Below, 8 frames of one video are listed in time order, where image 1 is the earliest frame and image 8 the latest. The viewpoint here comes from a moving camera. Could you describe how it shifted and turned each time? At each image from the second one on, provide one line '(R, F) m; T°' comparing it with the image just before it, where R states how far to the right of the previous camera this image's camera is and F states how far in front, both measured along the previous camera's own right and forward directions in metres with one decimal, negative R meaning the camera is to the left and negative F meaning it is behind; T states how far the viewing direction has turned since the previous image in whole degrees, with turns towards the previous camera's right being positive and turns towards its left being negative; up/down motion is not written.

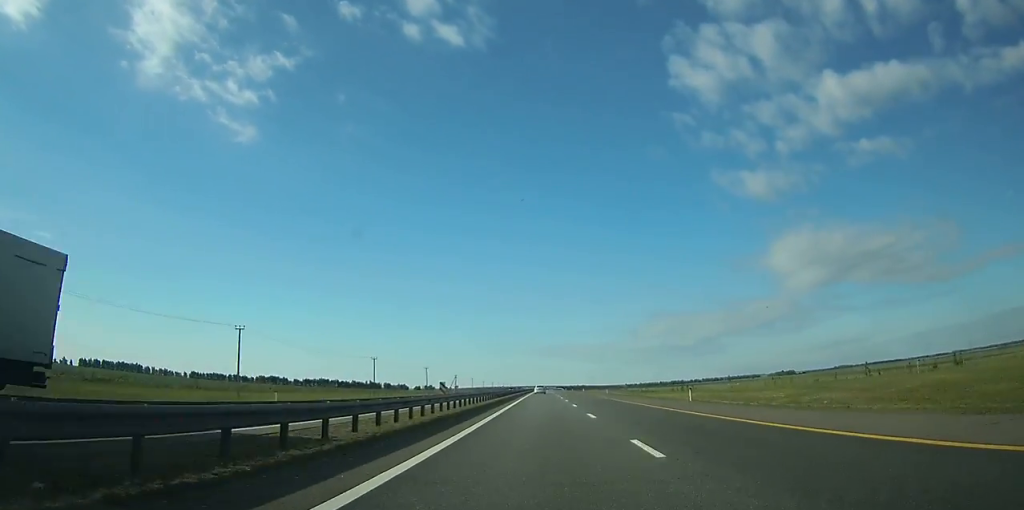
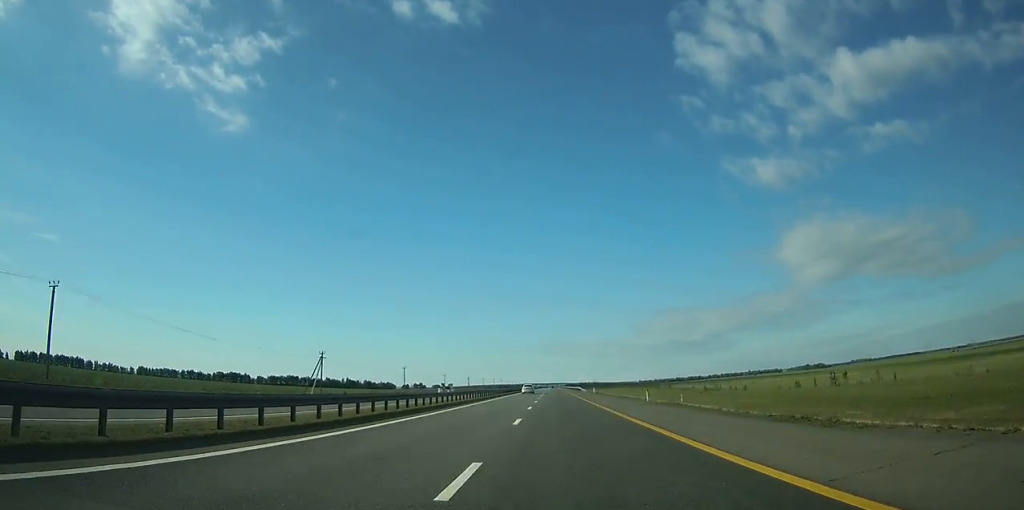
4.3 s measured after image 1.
(-0.3, +144.0) m; 0°
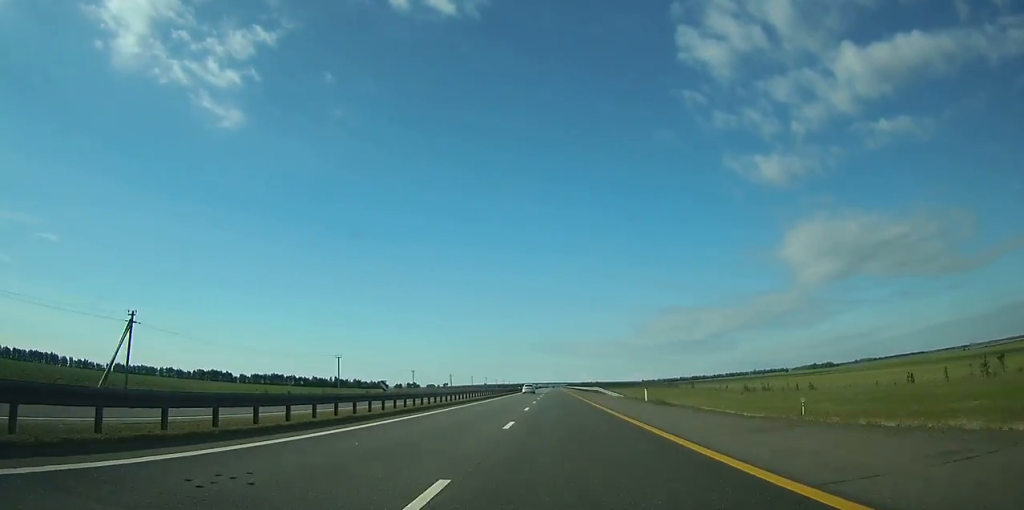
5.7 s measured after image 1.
(-0.1, +48.0) m; 0°
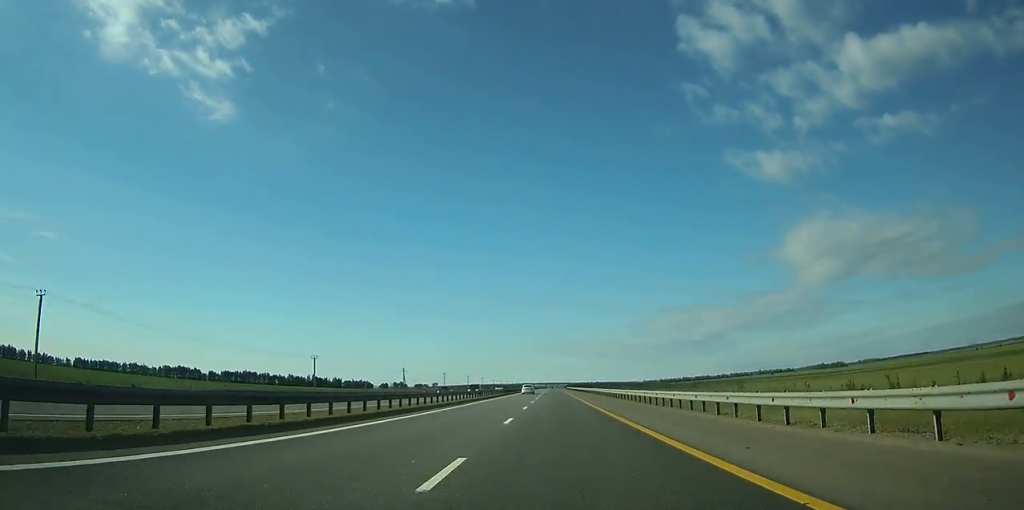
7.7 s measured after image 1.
(-0.1, +65.8) m; 0°
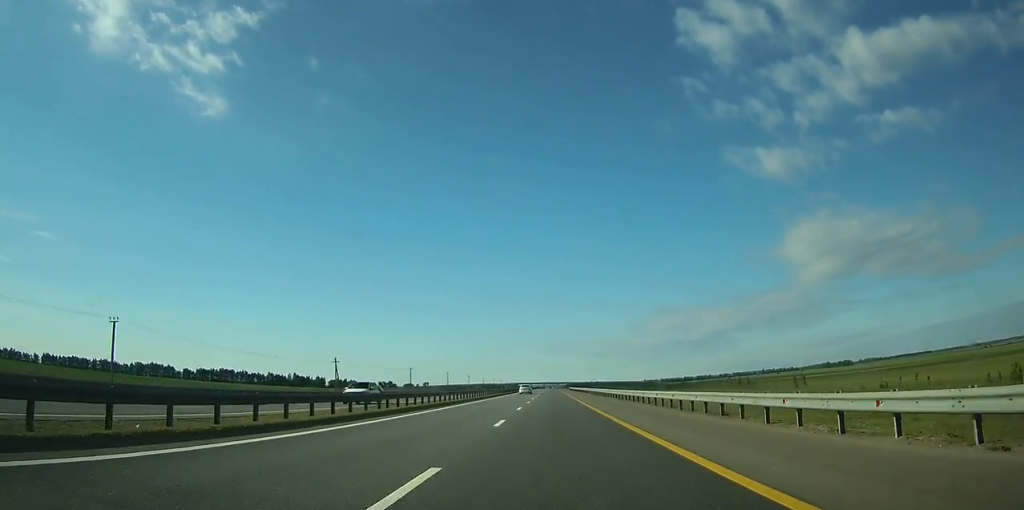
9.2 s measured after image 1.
(+0.1, +50.9) m; 0°
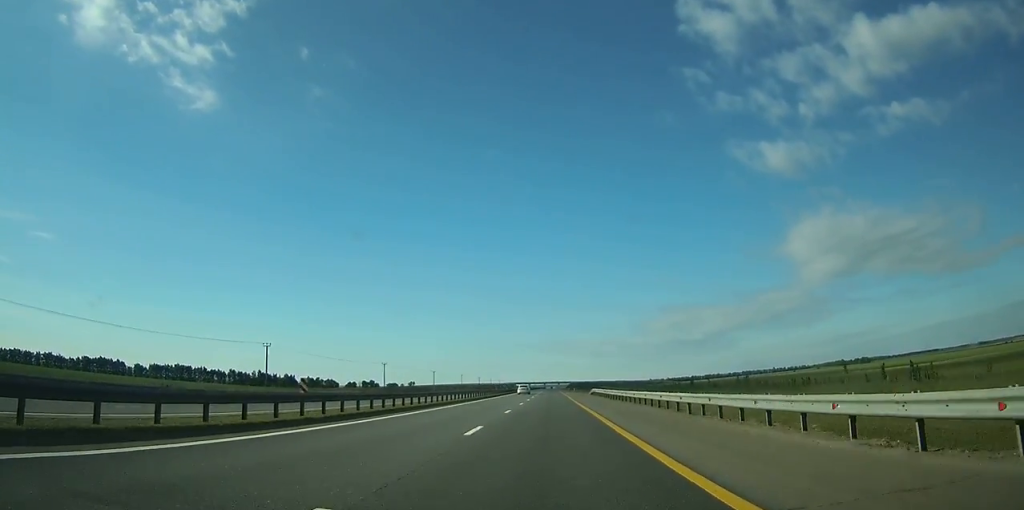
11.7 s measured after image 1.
(0.0, +87.5) m; 0°
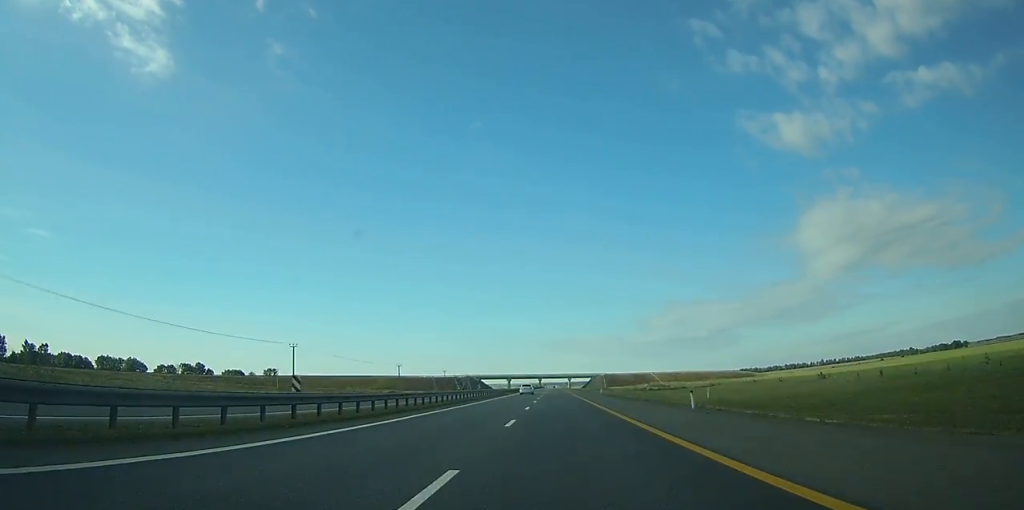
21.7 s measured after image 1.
(-0.6, +346.6) m; 0°
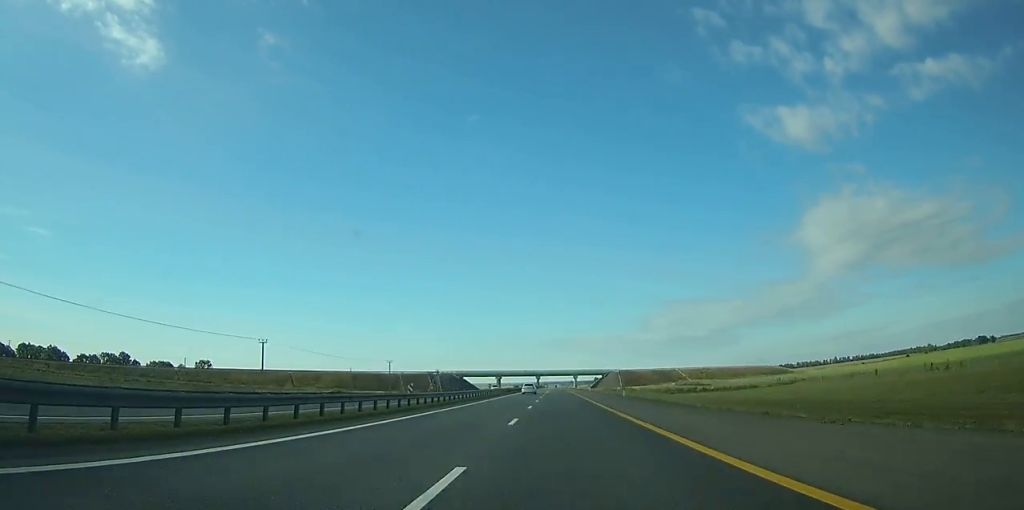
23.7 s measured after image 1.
(0.0, +71.1) m; 0°
